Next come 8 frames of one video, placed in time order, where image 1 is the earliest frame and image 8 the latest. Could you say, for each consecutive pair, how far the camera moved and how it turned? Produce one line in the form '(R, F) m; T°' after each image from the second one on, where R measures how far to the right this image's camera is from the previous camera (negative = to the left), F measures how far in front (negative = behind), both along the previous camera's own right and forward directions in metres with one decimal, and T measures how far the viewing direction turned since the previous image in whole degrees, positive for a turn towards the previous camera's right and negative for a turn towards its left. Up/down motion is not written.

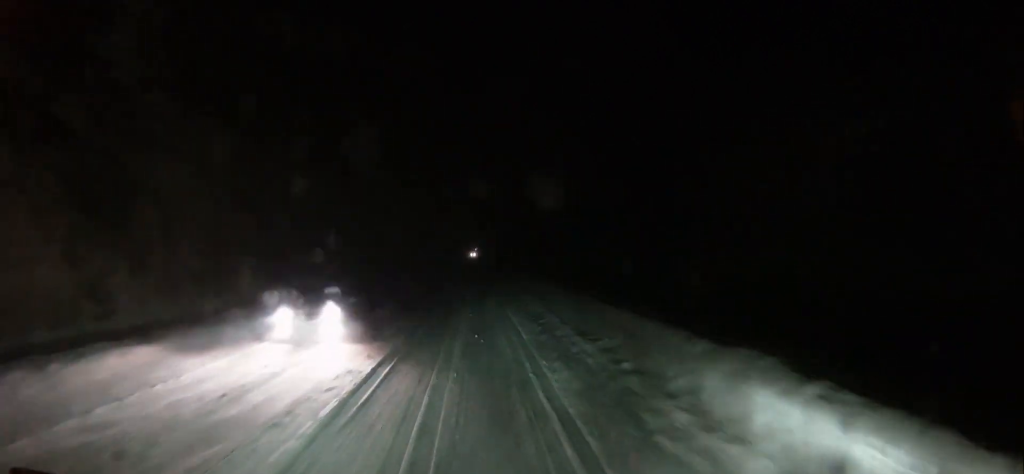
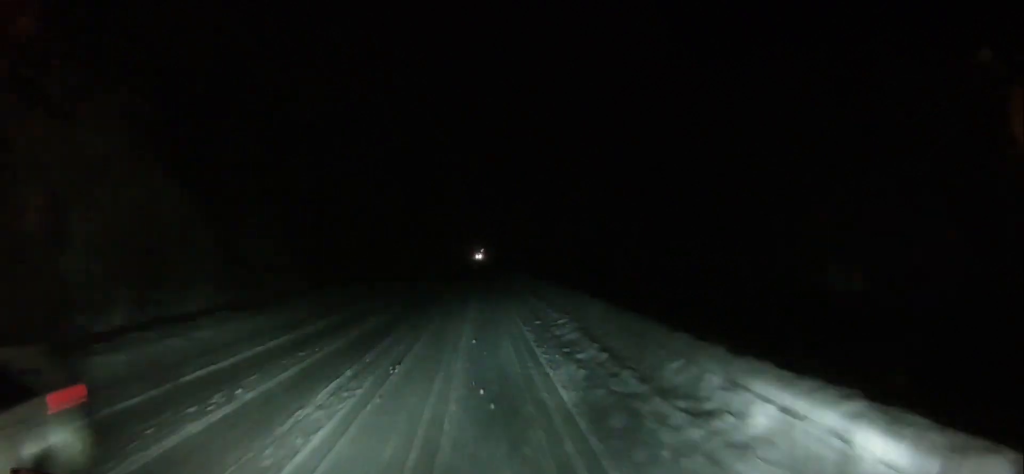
(0.0, +8.1) m; 0°
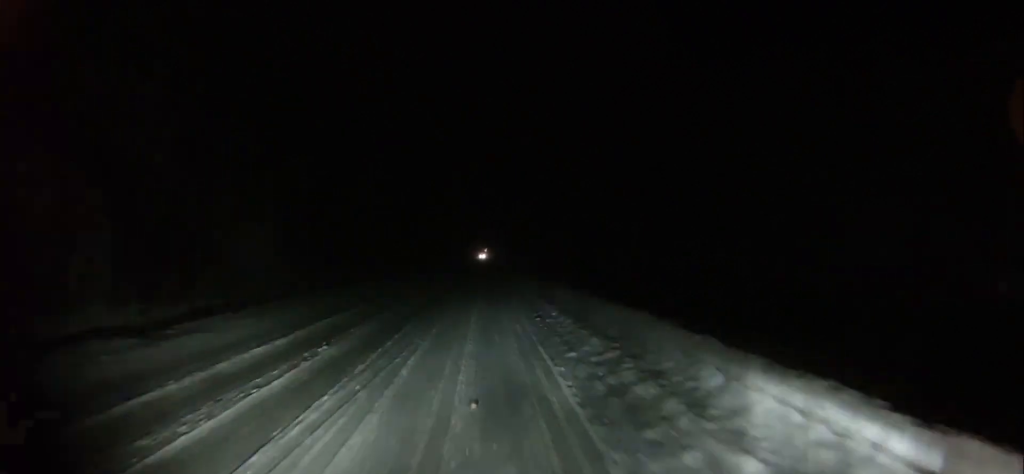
(-0.1, +8.4) m; +1°
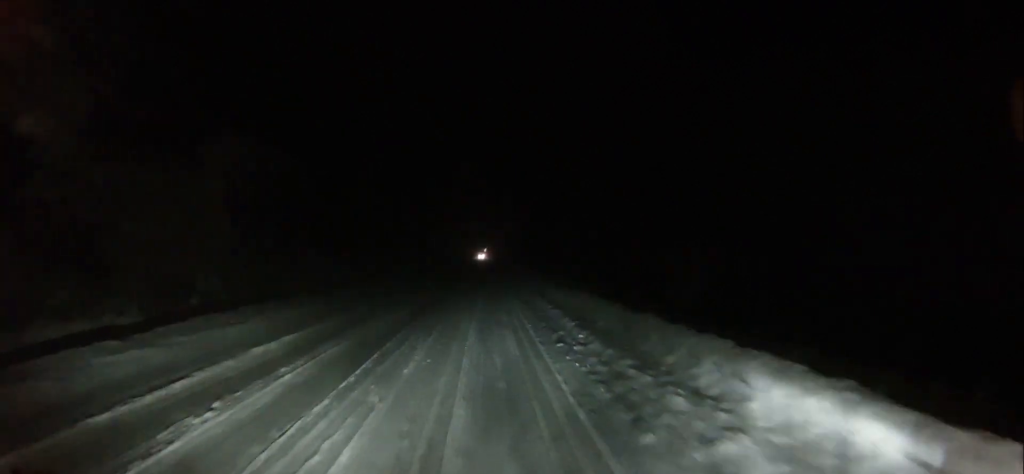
(+0.3, +7.7) m; -1°
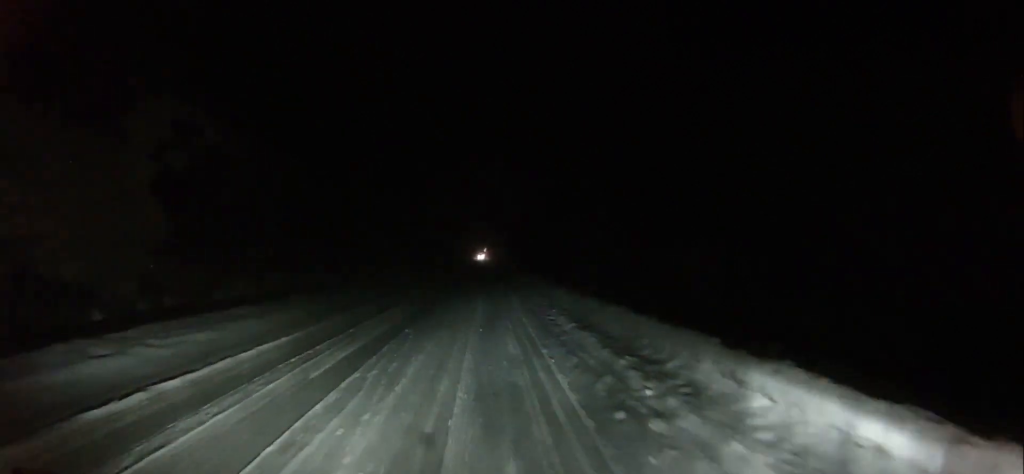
(-0.4, +8.0) m; 0°
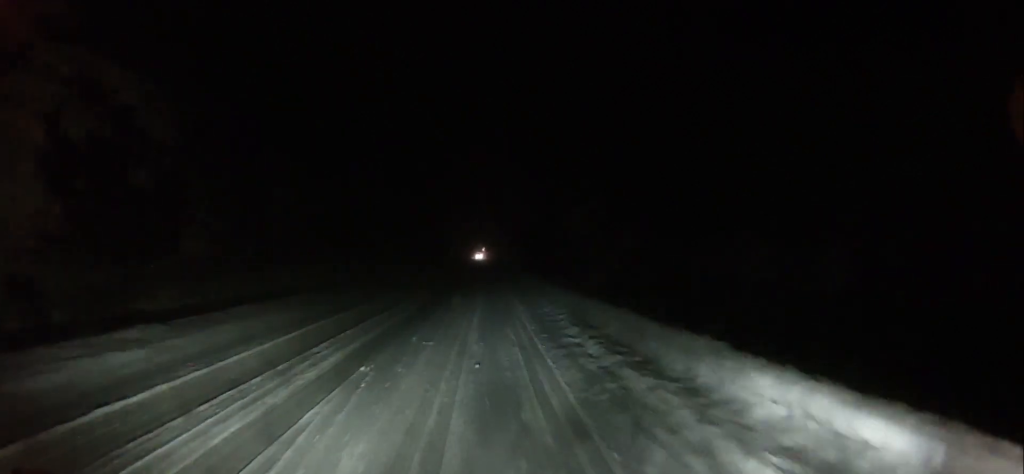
(+0.1, +7.7) m; +1°
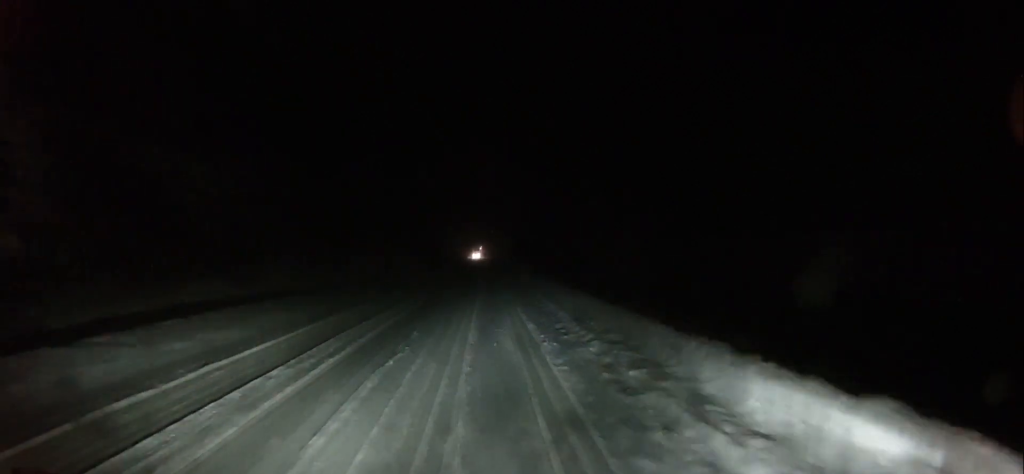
(0.0, +13.2) m; -1°
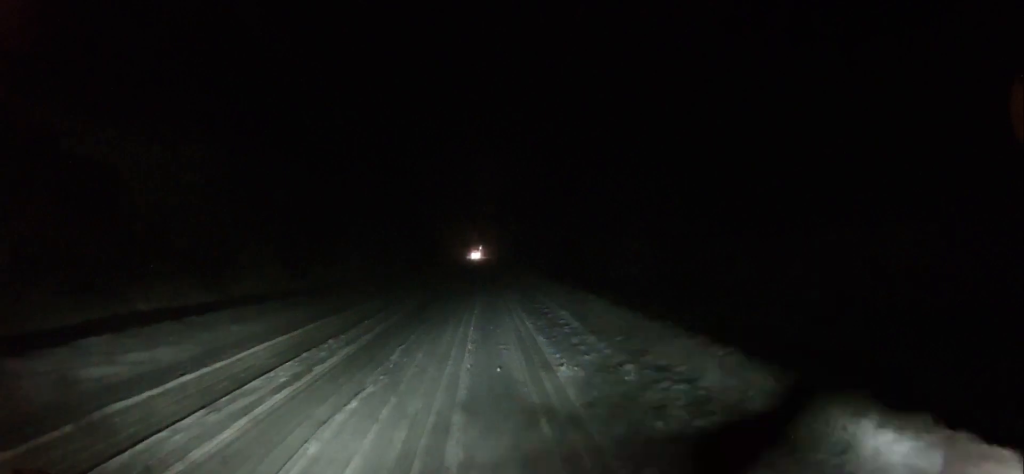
(0.0, +4.2) m; 0°
